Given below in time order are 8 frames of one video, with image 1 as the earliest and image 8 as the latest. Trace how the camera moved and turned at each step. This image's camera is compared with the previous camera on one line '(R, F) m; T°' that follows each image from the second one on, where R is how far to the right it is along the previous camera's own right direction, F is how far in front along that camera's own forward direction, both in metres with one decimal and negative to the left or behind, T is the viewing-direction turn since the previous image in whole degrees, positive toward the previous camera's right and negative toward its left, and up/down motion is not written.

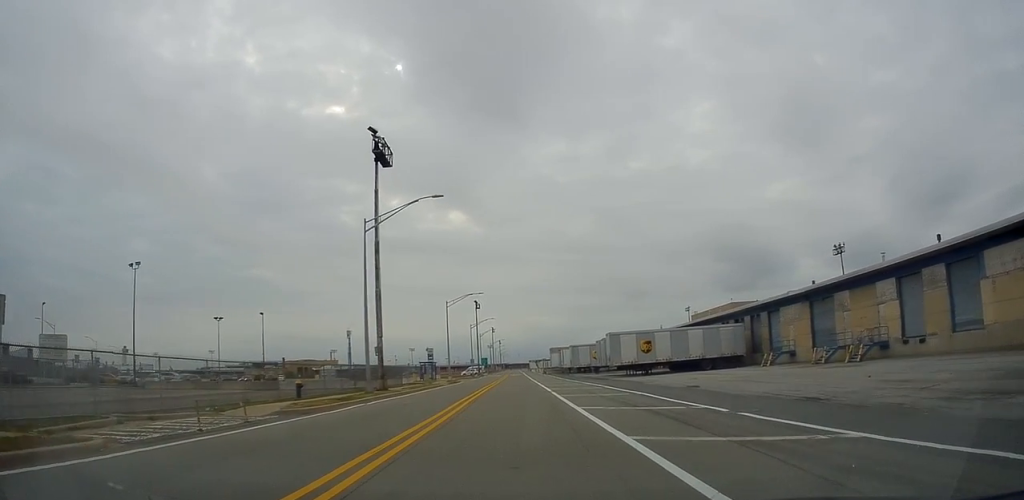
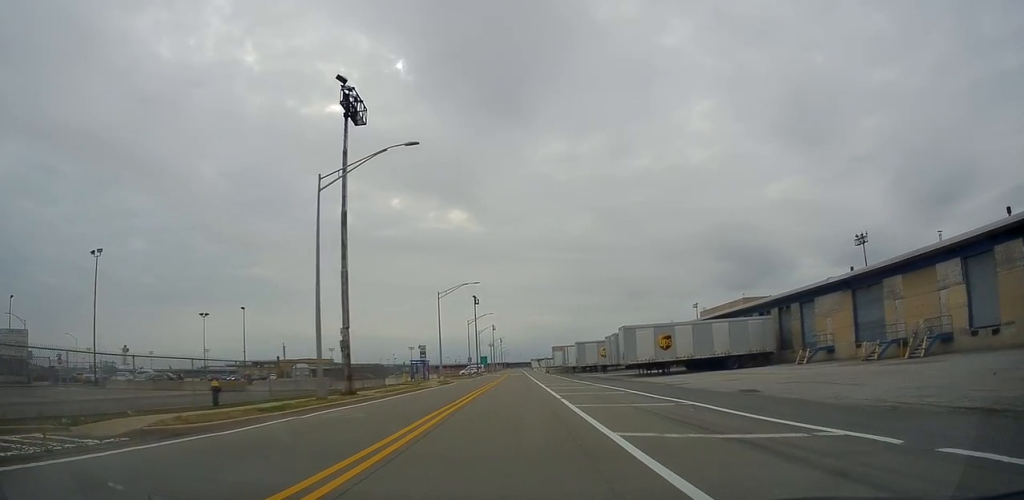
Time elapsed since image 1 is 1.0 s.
(-0.3, +6.8) m; -3°
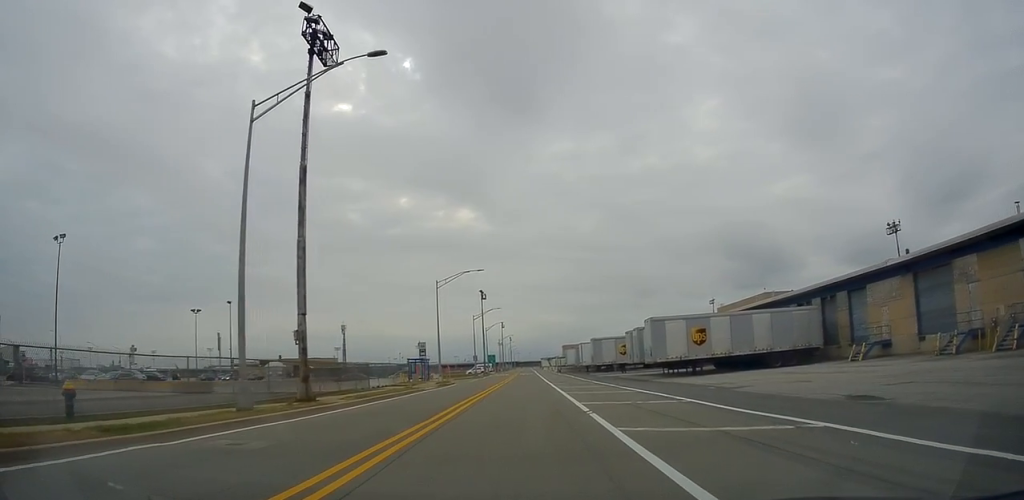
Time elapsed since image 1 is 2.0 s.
(0.0, +6.6) m; 0°
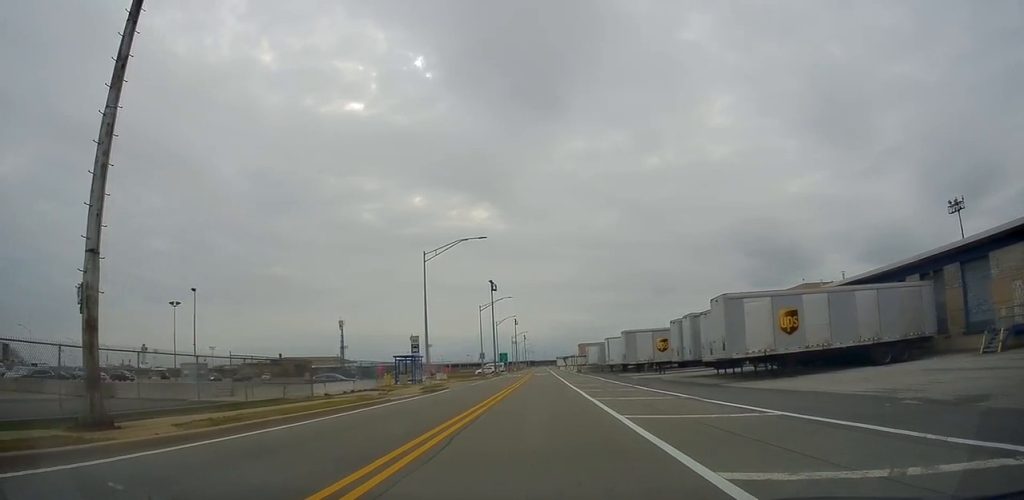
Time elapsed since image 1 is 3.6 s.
(0.0, +12.2) m; 0°
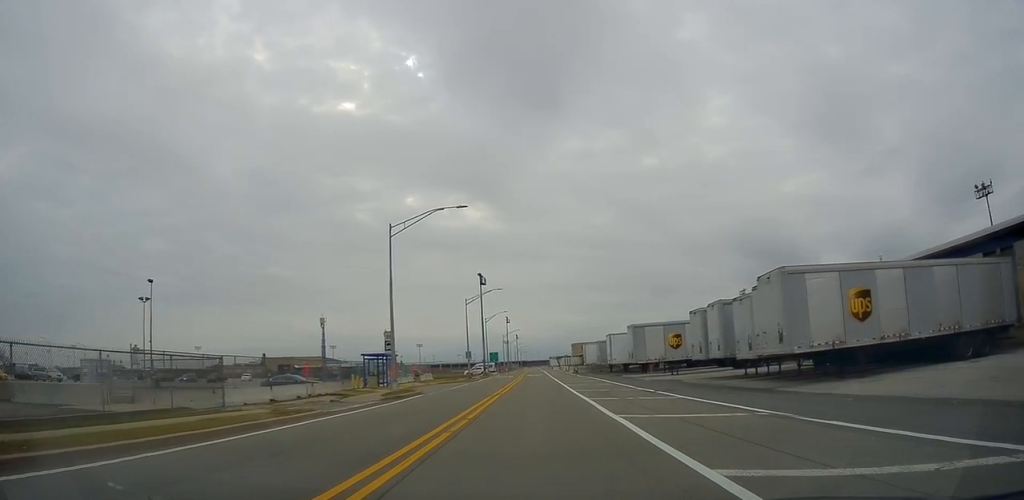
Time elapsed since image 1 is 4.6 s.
(0.0, +7.2) m; 0°
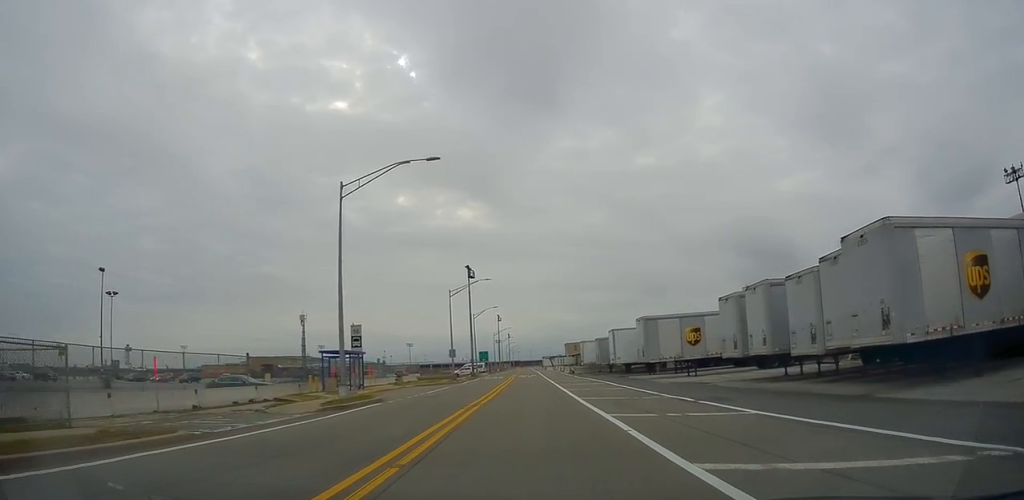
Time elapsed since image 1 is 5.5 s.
(0.0, +7.0) m; 0°
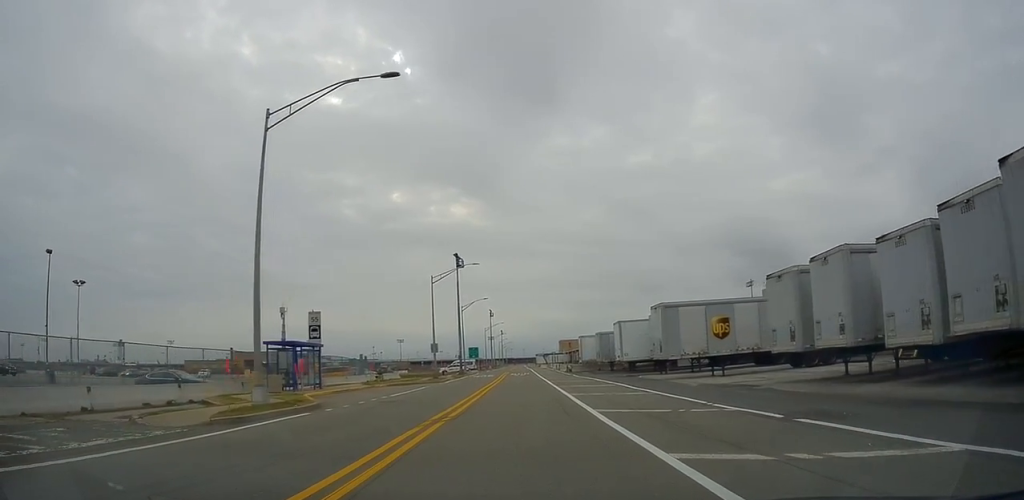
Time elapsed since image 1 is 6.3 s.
(0.0, +6.8) m; +1°
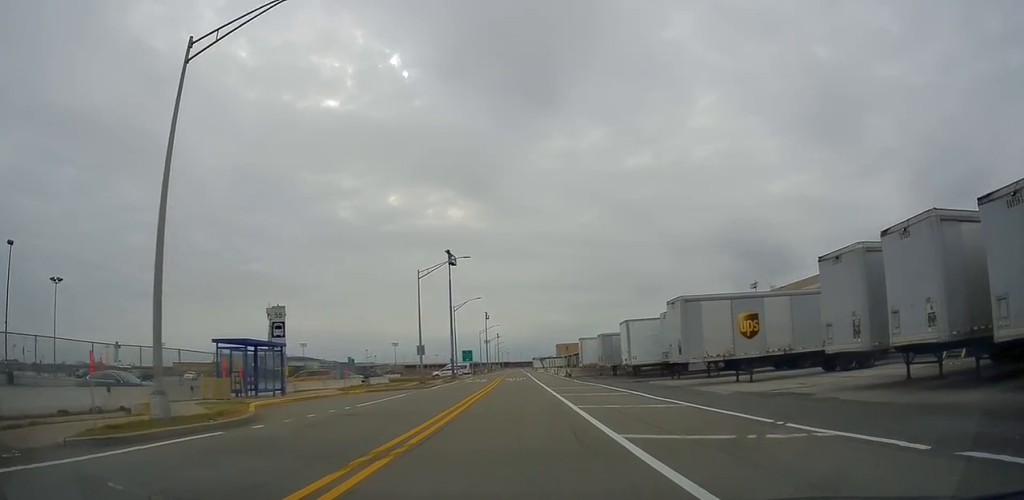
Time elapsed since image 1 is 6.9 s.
(-0.1, +4.6) m; +2°
